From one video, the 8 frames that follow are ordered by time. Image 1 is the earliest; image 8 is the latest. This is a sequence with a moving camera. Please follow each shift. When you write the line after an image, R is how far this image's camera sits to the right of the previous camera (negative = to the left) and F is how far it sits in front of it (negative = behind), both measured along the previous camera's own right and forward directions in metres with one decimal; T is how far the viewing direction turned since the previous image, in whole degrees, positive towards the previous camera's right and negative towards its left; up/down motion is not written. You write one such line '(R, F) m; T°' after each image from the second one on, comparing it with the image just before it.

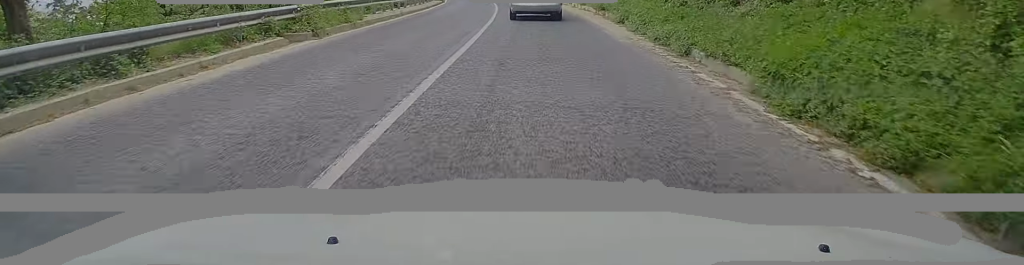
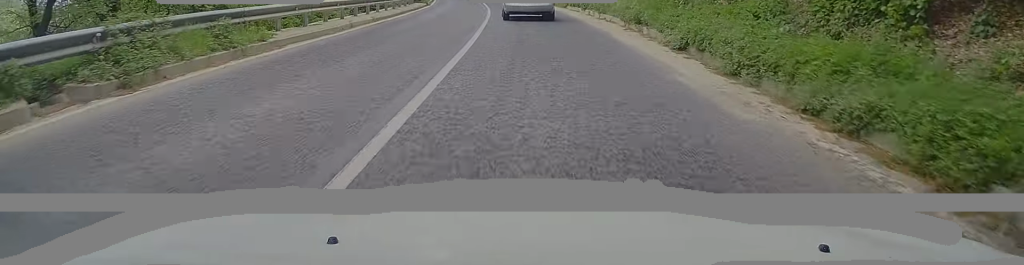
(+0.2, +7.7) m; 0°
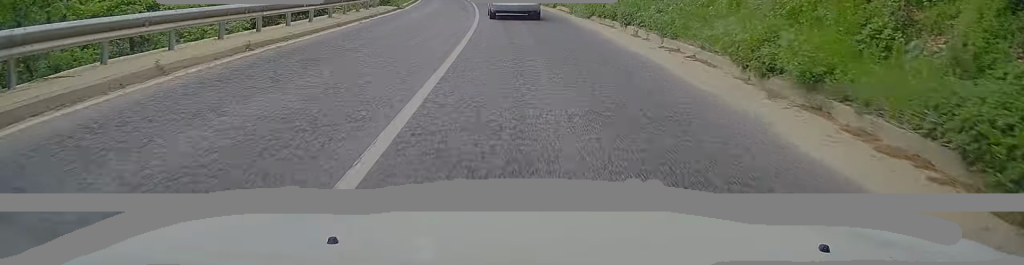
(-0.1, +10.5) m; -1°
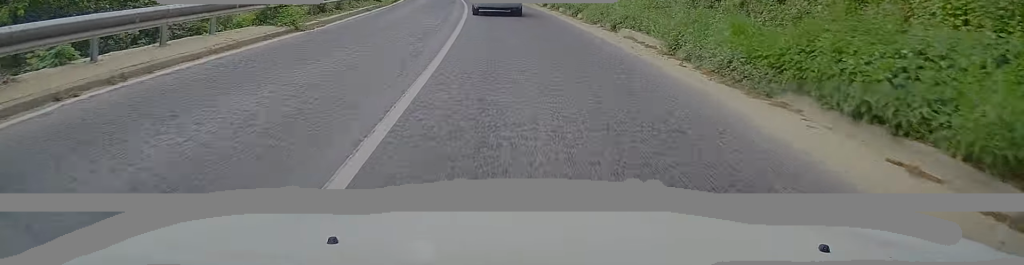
(-0.3, +16.4) m; -2°
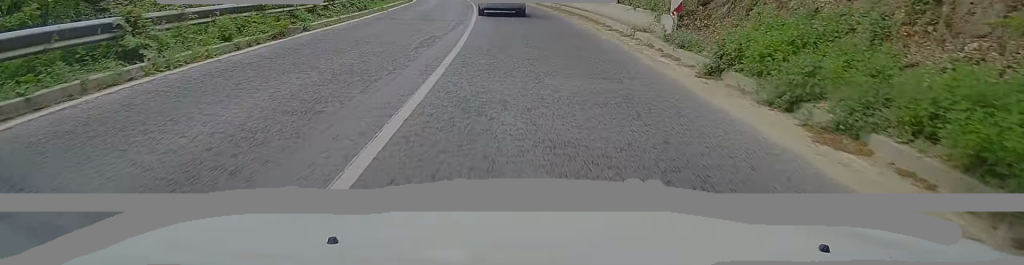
(-0.6, +22.8) m; -4°
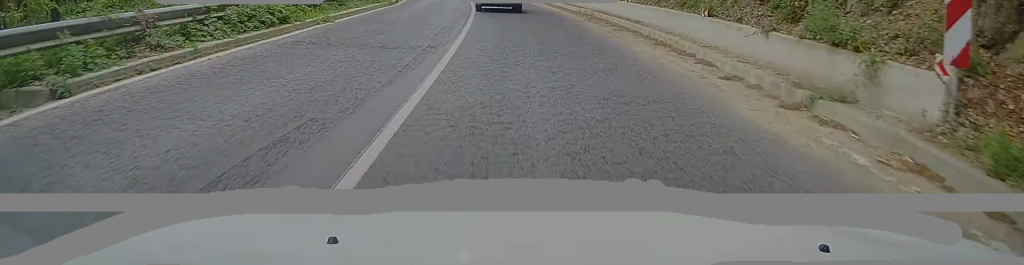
(-0.2, +9.6) m; -2°
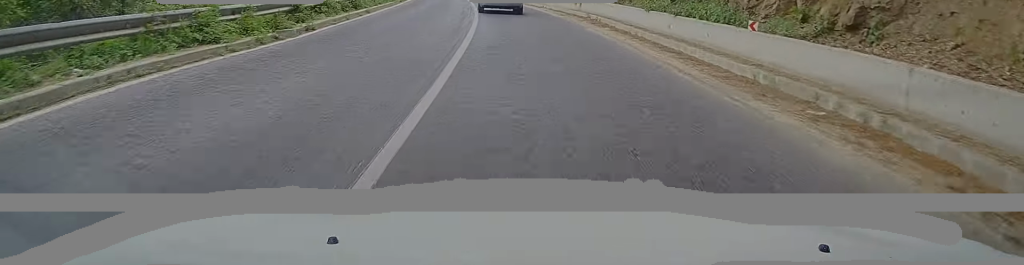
(-0.4, +18.8) m; -1°
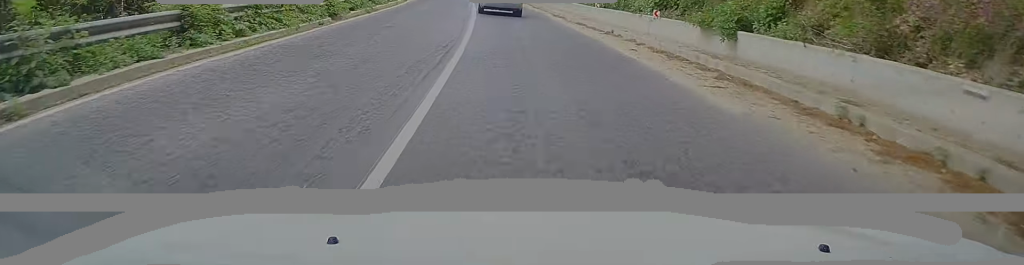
(-0.1, +19.3) m; -1°
